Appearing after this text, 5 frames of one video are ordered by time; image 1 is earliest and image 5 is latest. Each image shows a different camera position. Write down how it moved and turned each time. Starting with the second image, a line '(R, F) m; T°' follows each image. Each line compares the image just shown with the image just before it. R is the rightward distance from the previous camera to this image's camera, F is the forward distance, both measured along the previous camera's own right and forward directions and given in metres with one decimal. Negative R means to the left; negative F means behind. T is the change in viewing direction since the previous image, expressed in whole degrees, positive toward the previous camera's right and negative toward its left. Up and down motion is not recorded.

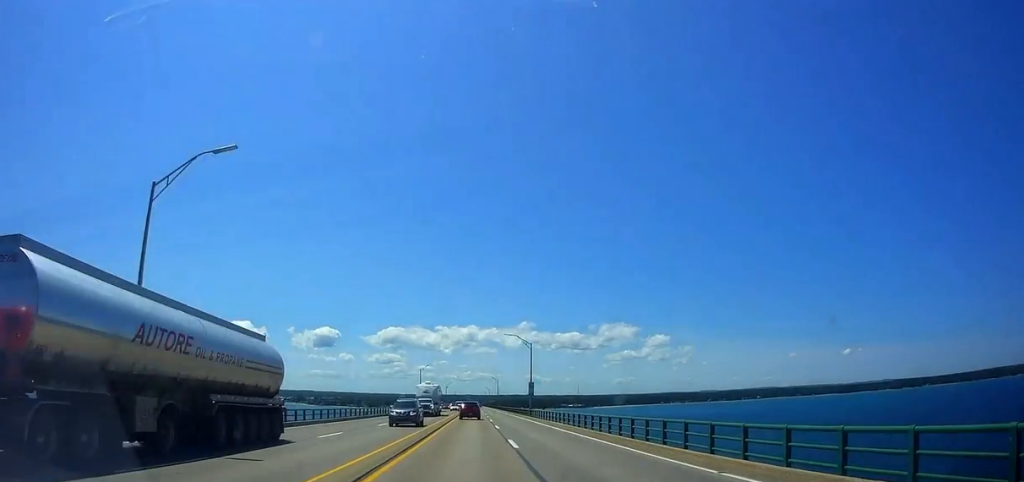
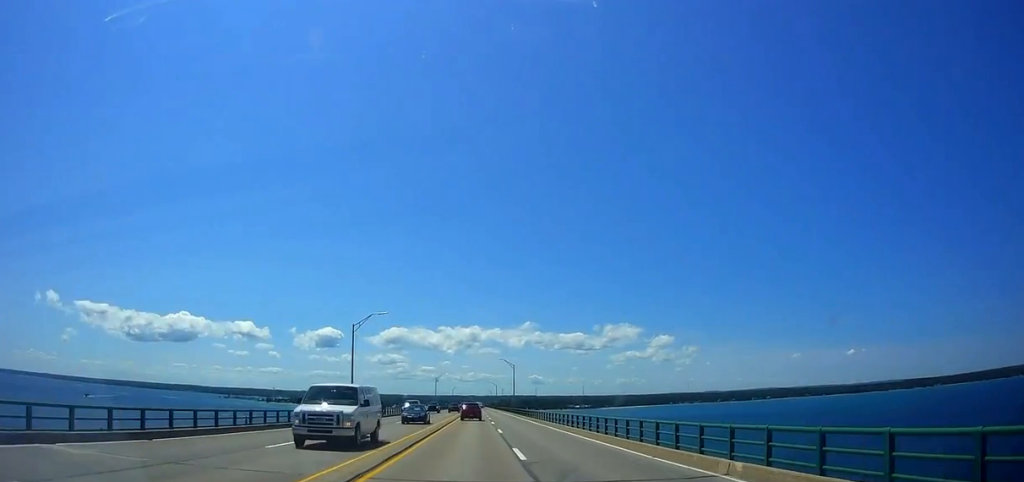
(+0.6, +65.4) m; 0°
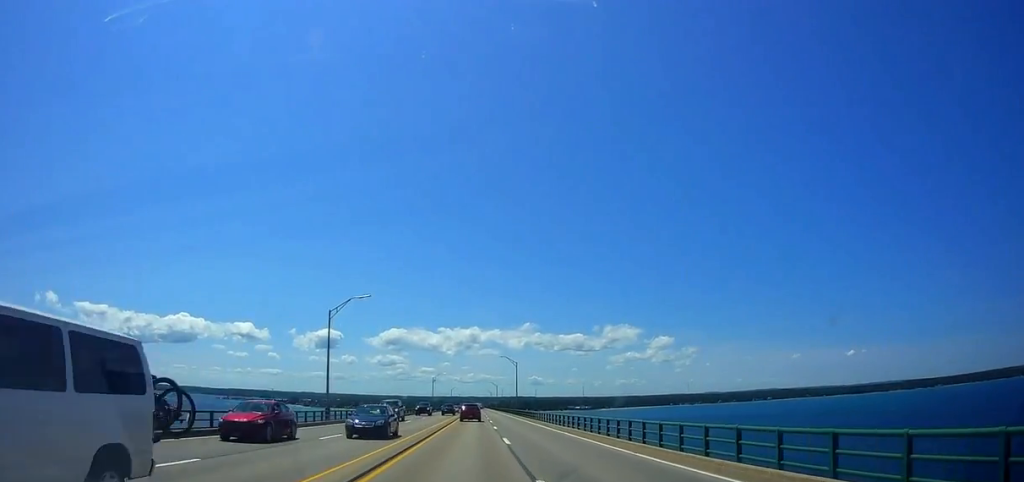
(+0.1, +8.5) m; 0°
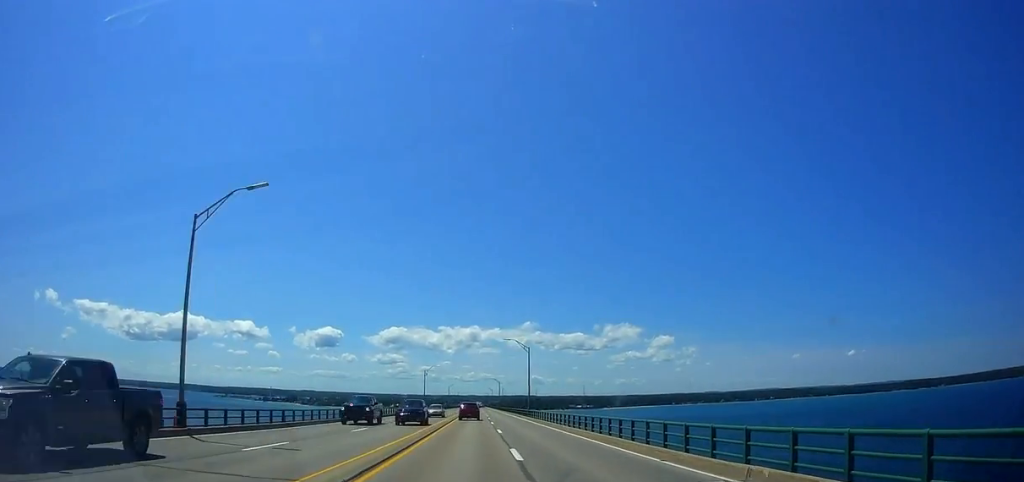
(+0.5, +22.7) m; +1°
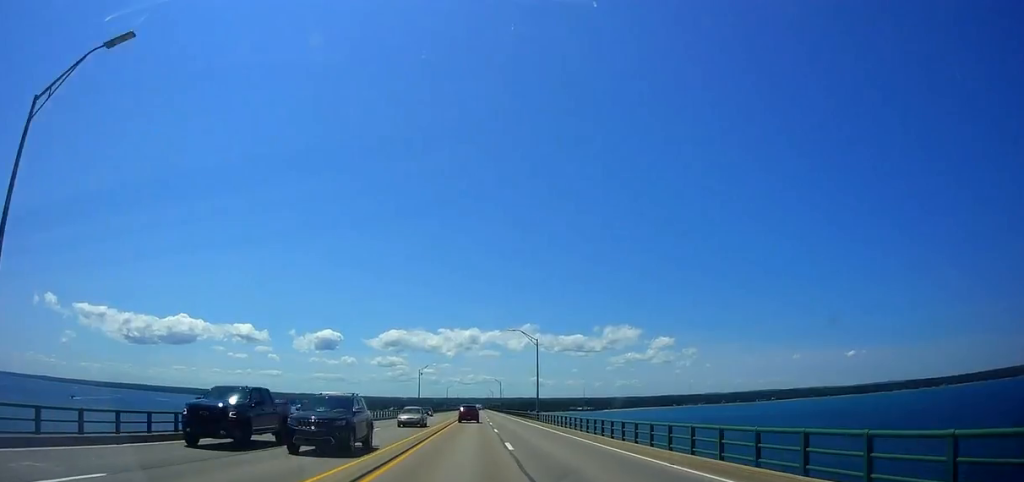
(0.0, +10.6) m; 0°
